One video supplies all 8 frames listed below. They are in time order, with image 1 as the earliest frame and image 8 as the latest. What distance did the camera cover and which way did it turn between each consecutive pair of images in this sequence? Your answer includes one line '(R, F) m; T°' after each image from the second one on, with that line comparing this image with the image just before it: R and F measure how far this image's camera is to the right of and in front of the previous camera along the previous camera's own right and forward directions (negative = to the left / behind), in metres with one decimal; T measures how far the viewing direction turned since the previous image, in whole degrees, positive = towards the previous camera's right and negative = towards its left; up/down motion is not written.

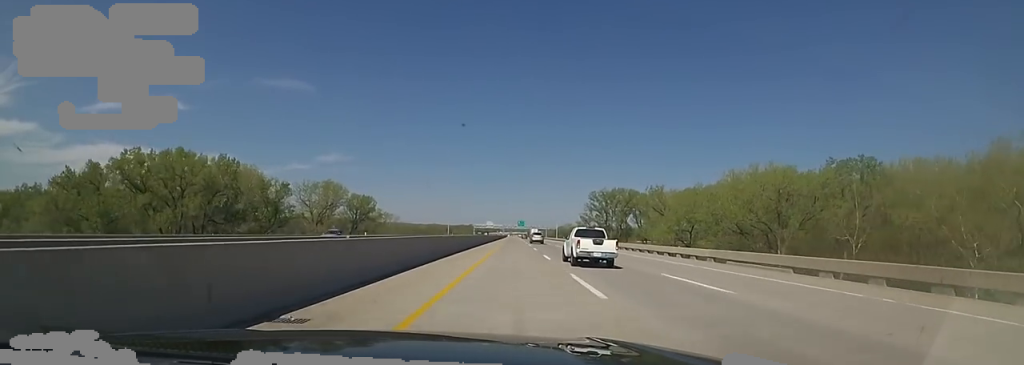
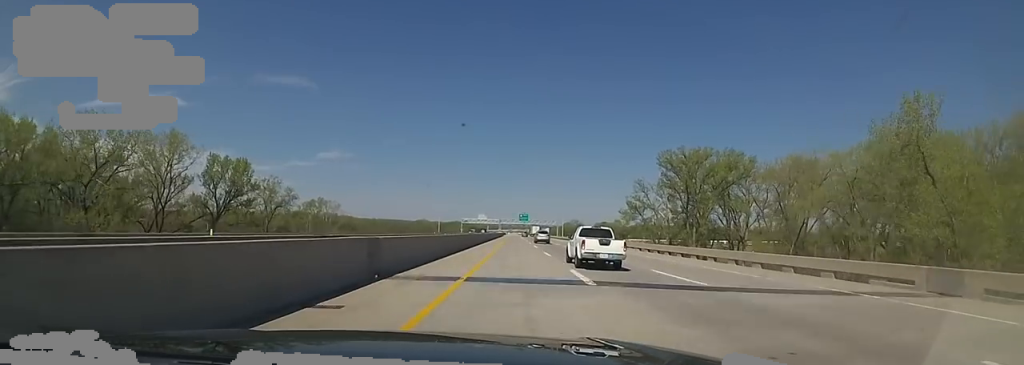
(+0.4, +72.6) m; 0°
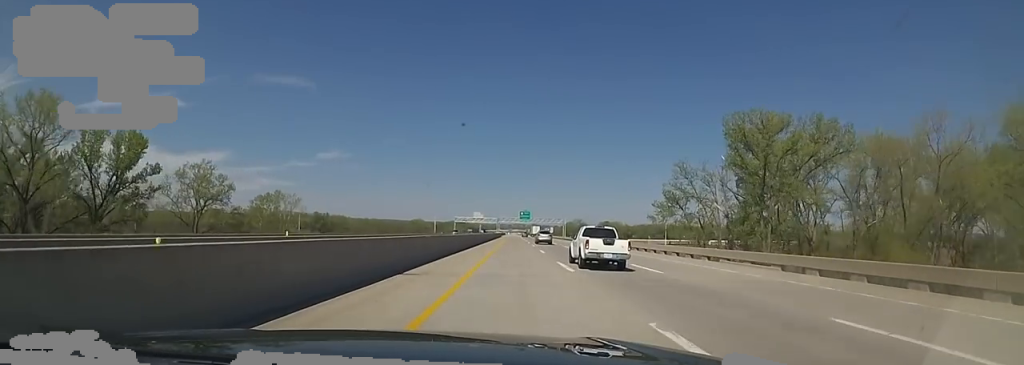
(-0.2, +26.1) m; -2°
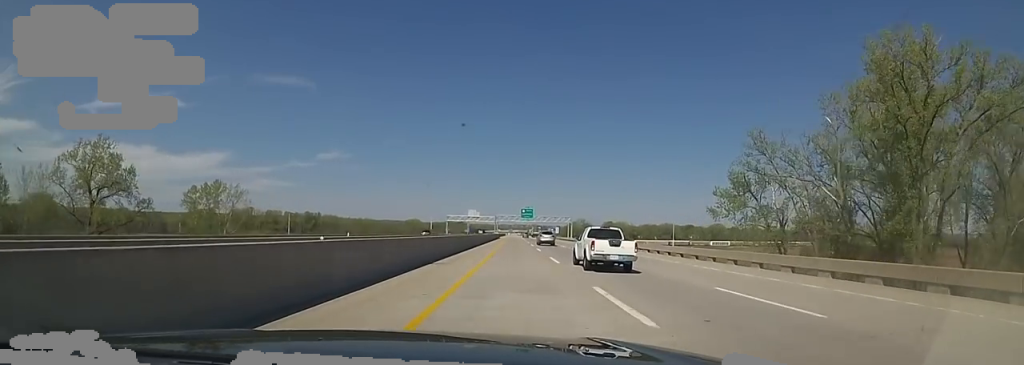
(-0.4, +24.9) m; -1°
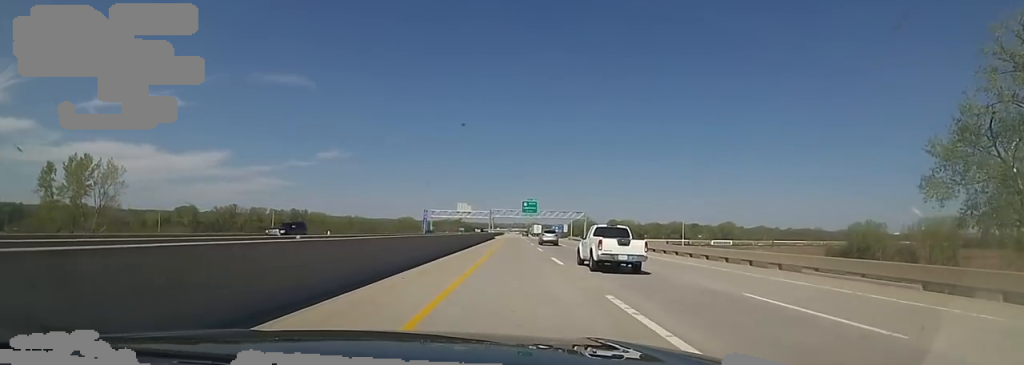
(-0.3, +32.1) m; +1°
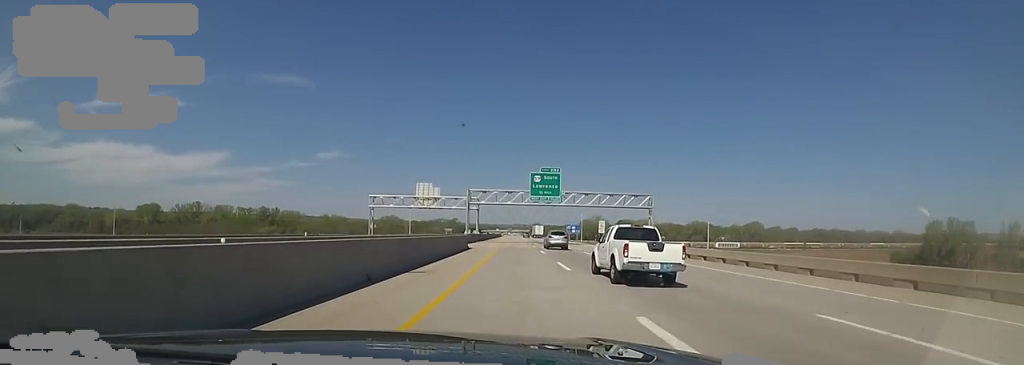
(+2.0, +64.4) m; +2°
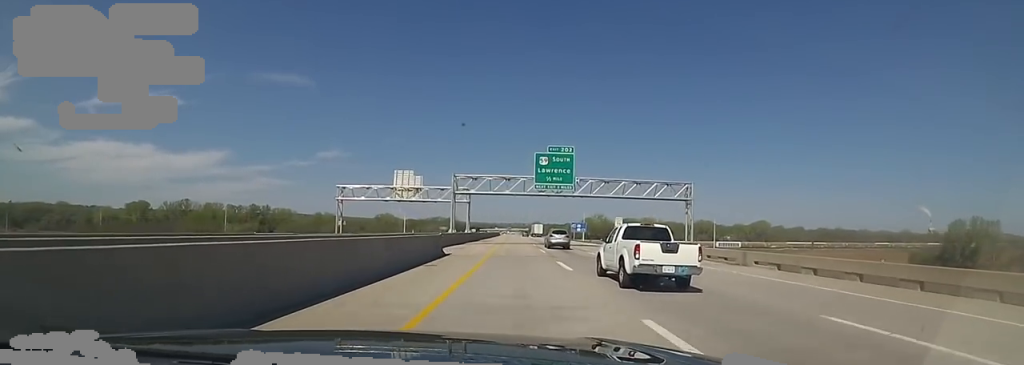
(0.0, +15.6) m; 0°
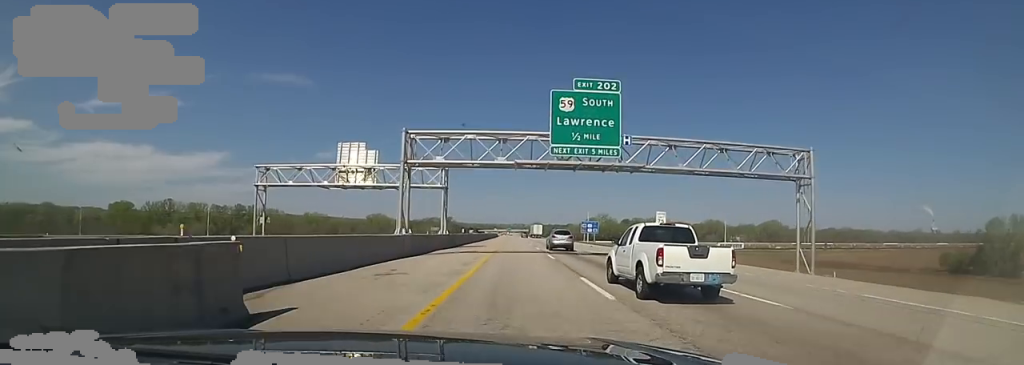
(0.0, +22.8) m; 0°
